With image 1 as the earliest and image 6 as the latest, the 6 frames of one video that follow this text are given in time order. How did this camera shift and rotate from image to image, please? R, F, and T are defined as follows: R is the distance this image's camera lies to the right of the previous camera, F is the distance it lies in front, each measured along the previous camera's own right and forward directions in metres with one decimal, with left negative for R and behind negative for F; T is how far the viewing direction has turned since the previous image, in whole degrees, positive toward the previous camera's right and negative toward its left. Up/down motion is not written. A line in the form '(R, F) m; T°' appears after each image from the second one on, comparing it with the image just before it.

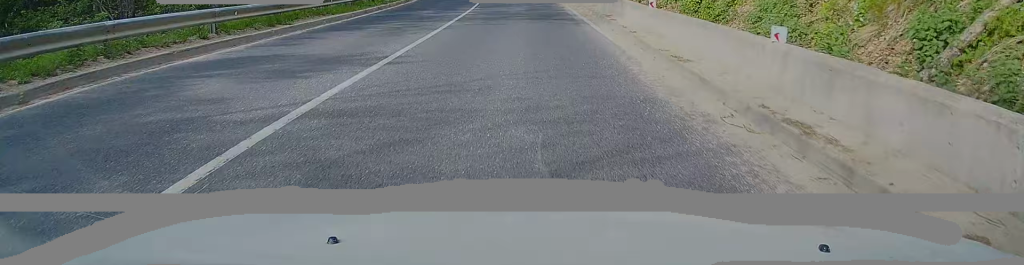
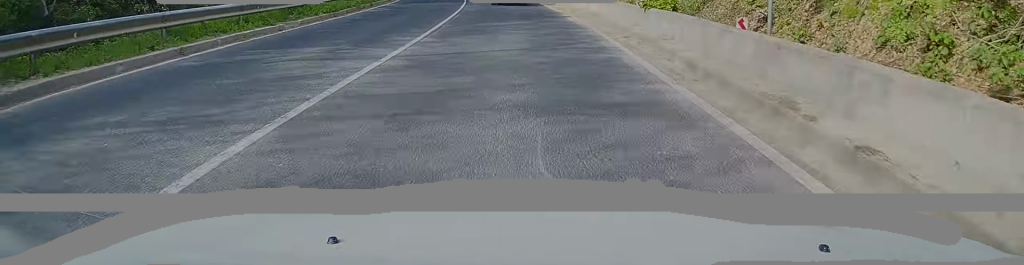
(+0.2, +13.8) m; +1°
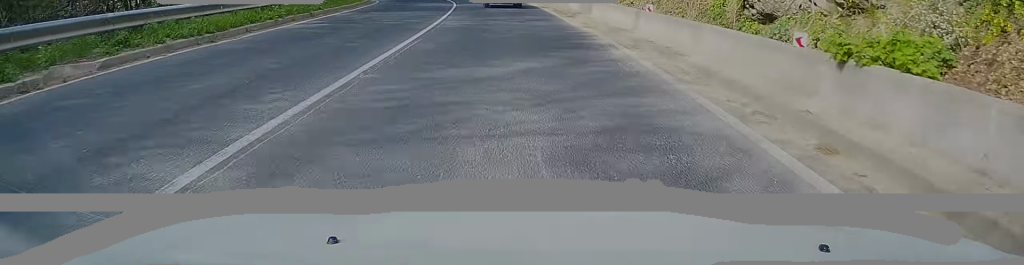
(+0.2, +9.8) m; 0°
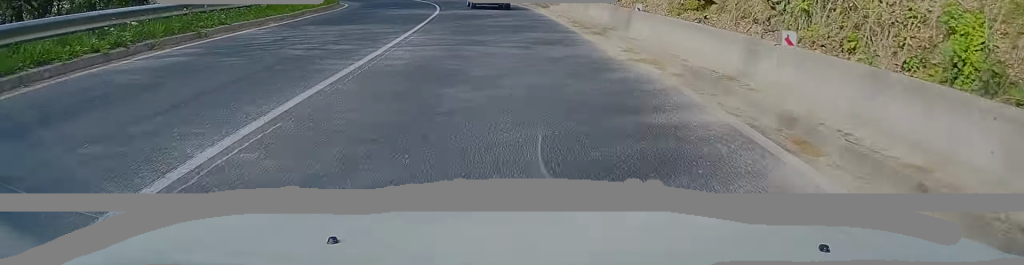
(-0.1, +8.0) m; -2°
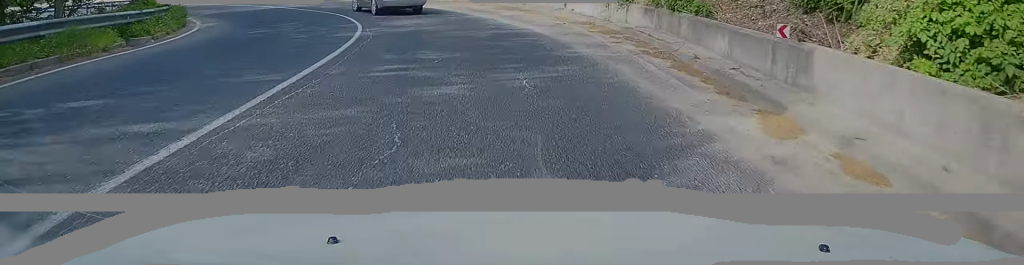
(-1.0, +24.3) m; -7°
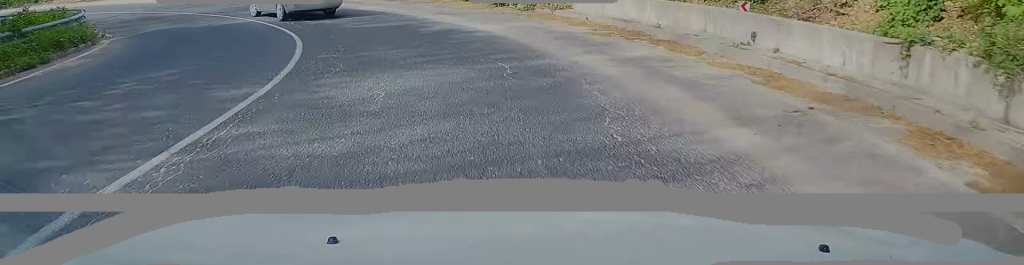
(-0.7, +11.6) m; -10°
